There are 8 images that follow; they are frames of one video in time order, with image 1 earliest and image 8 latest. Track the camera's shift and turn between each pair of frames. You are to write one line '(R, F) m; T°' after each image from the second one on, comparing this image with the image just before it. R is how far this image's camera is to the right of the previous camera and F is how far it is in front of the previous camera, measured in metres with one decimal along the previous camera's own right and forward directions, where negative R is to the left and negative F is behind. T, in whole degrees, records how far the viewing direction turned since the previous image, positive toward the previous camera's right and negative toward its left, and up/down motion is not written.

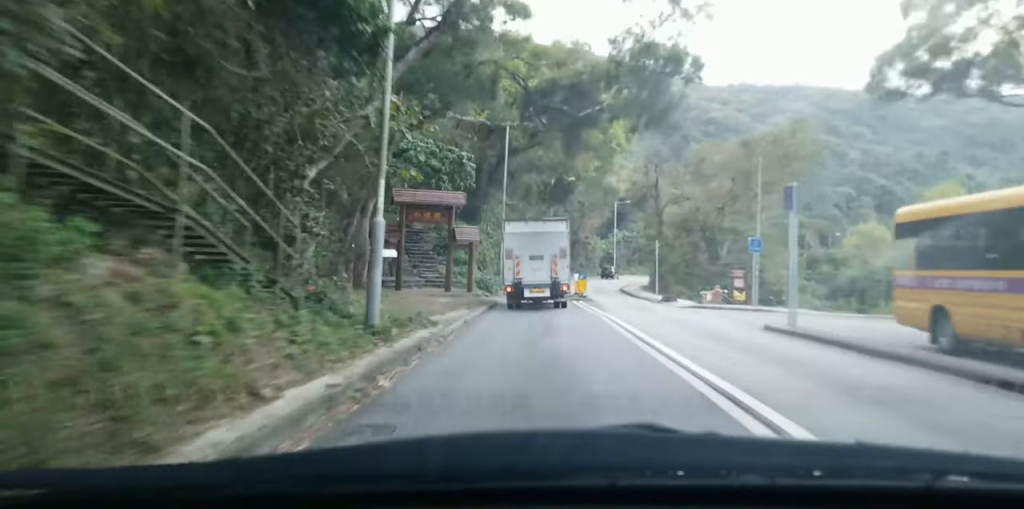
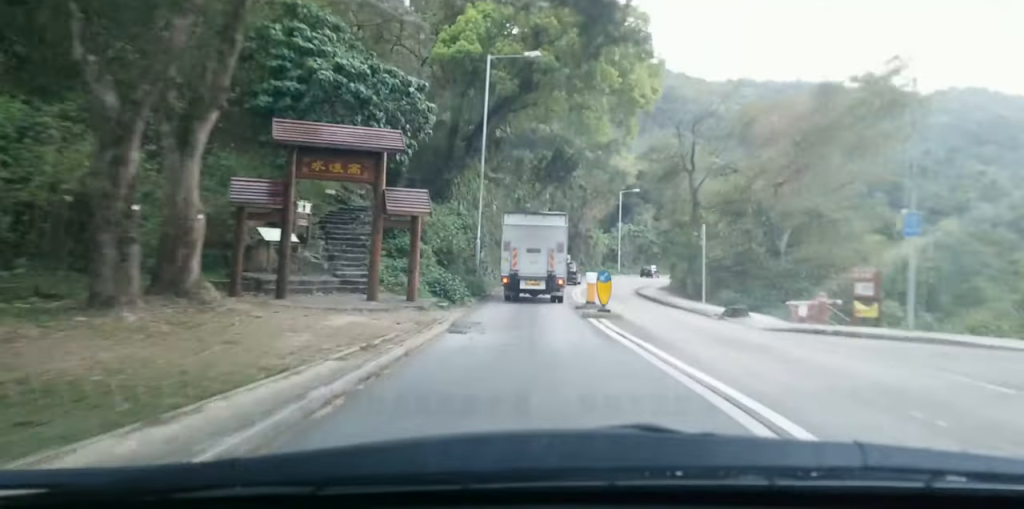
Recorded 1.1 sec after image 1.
(0.0, +13.9) m; 0°
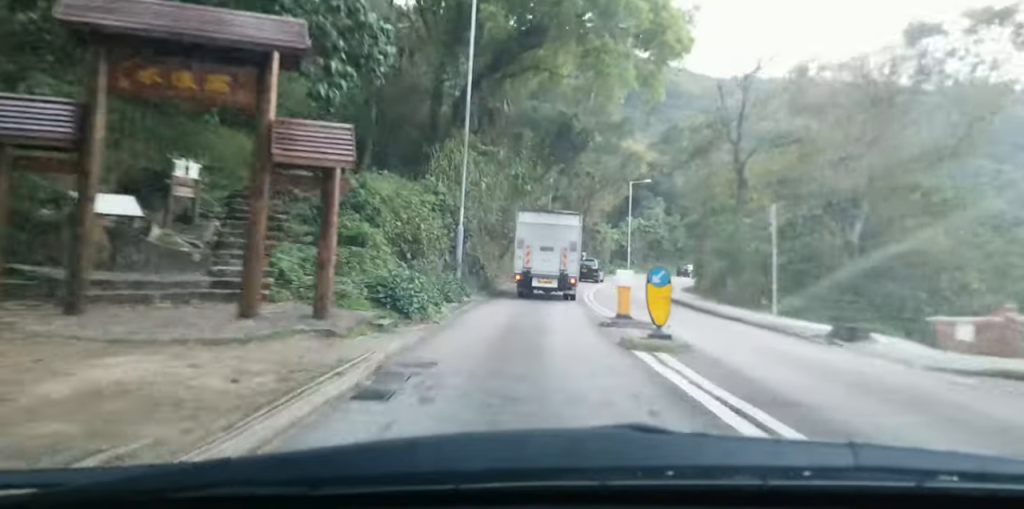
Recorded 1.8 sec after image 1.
(0.0, +8.8) m; 0°
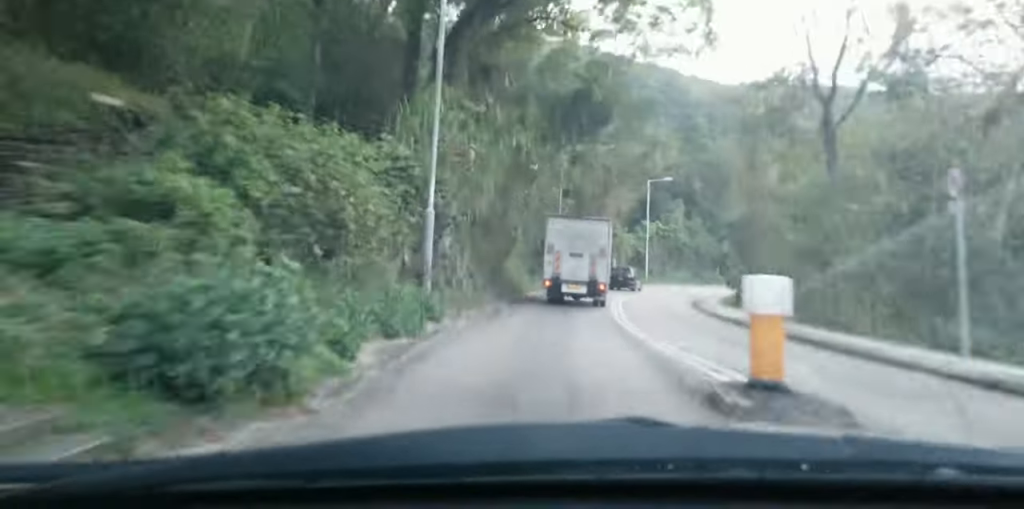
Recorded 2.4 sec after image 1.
(0.0, +8.8) m; 0°
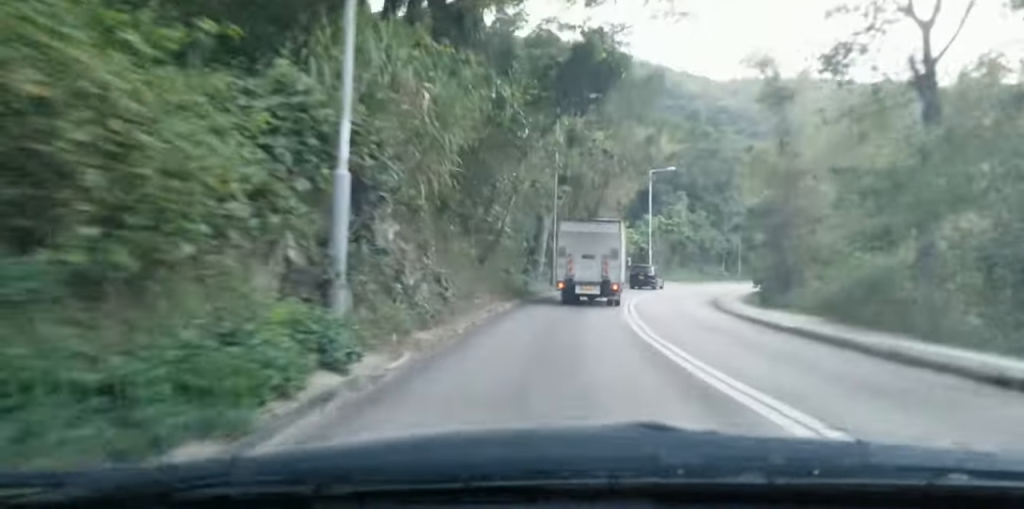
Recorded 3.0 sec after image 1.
(0.0, +6.8) m; 0°
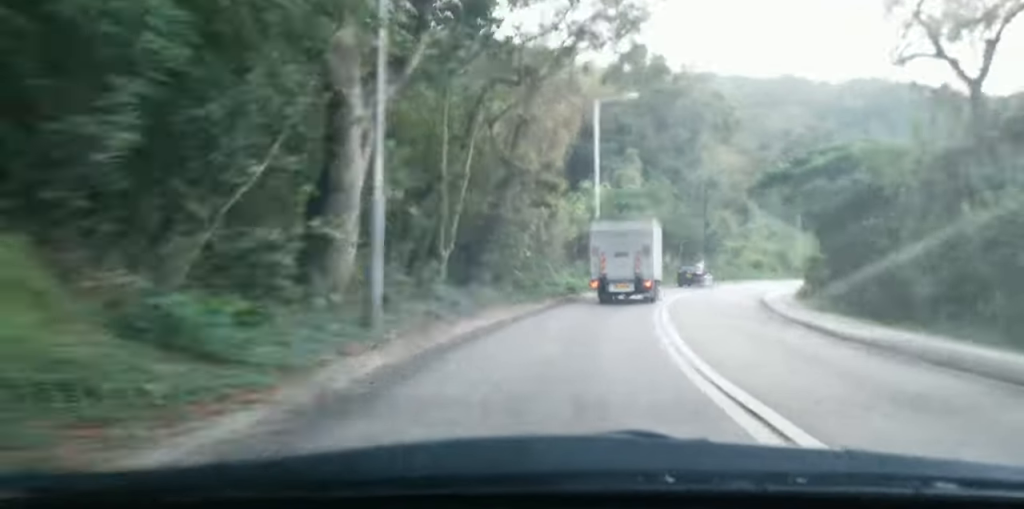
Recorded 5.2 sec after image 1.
(0.0, +29.4) m; 0°
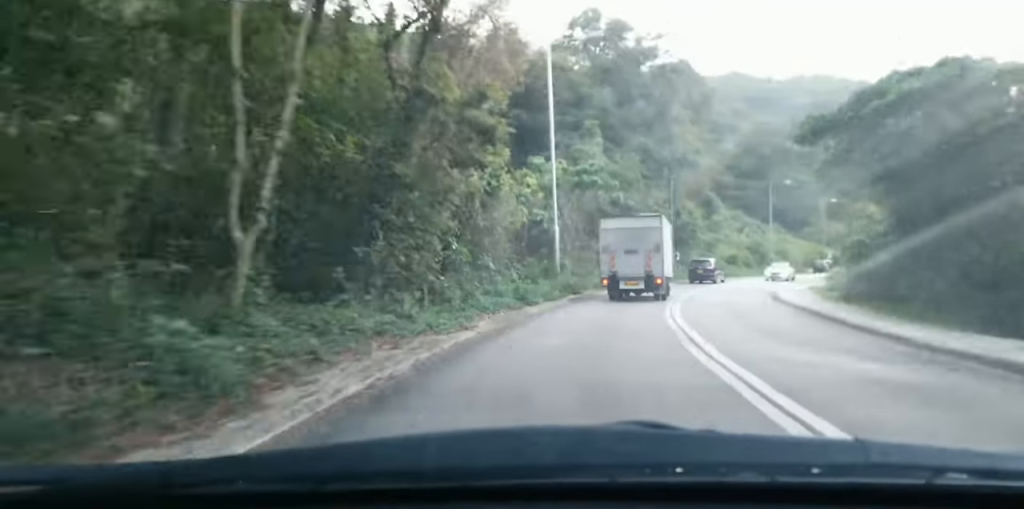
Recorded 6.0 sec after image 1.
(0.0, +11.5) m; +4°
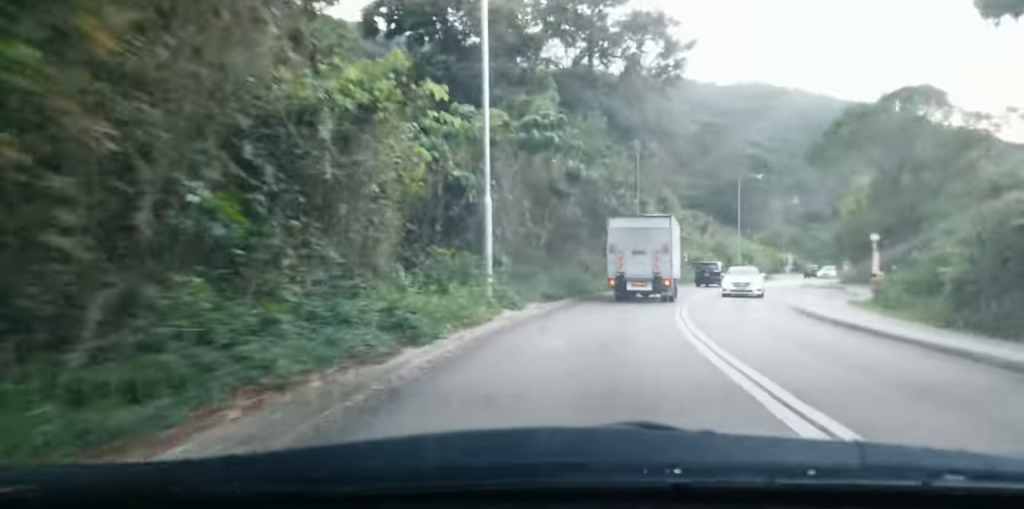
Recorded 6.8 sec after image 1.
(+0.6, +11.6) m; +5°
